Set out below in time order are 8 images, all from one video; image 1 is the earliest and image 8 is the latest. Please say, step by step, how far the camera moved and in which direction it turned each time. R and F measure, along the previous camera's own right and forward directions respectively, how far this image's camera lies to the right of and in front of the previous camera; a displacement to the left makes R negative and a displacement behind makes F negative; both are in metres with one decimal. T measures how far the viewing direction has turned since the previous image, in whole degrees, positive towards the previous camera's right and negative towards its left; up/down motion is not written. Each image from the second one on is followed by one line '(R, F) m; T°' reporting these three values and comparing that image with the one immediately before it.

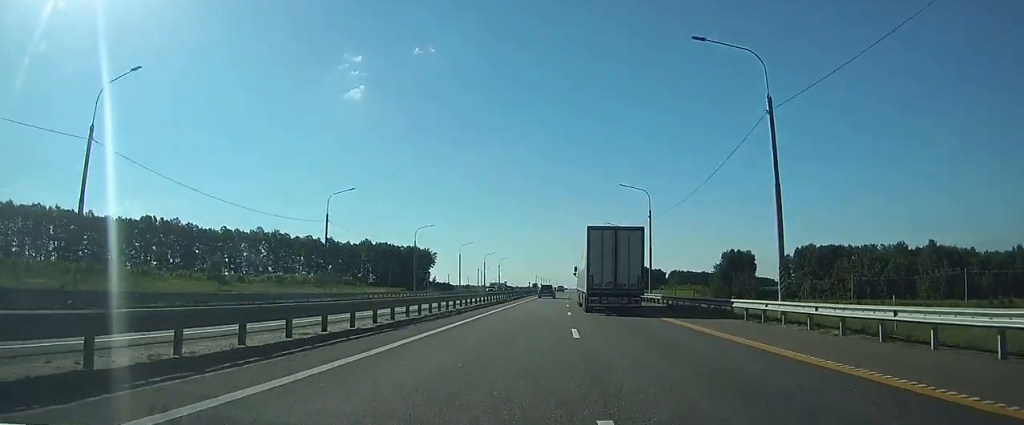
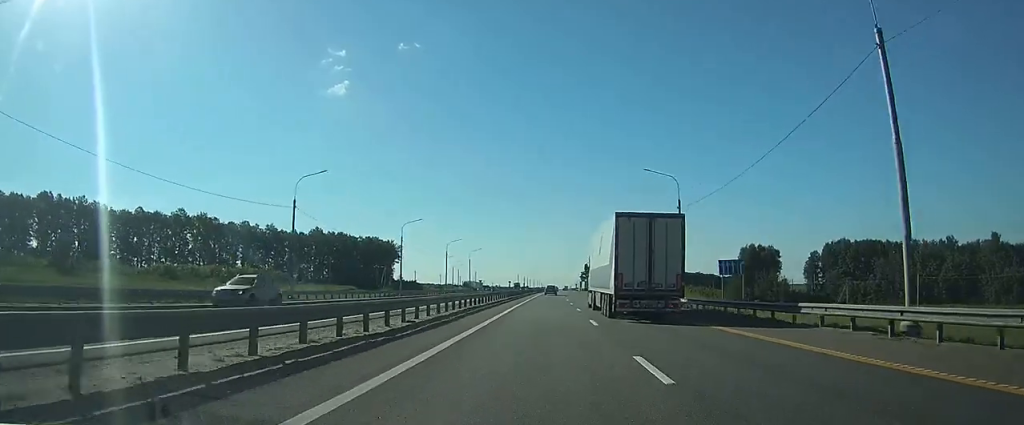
(+0.1, +42.4) m; +1°
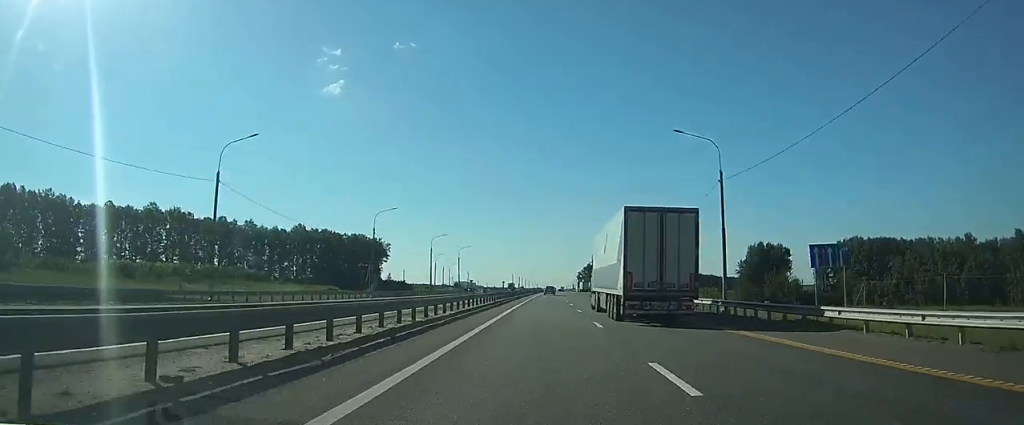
(+0.1, +12.6) m; 0°
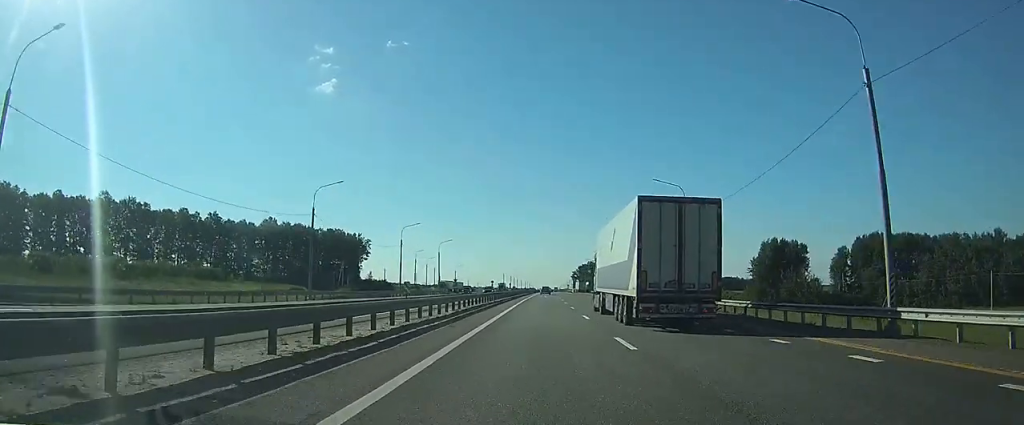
(+0.1, +18.5) m; 0°
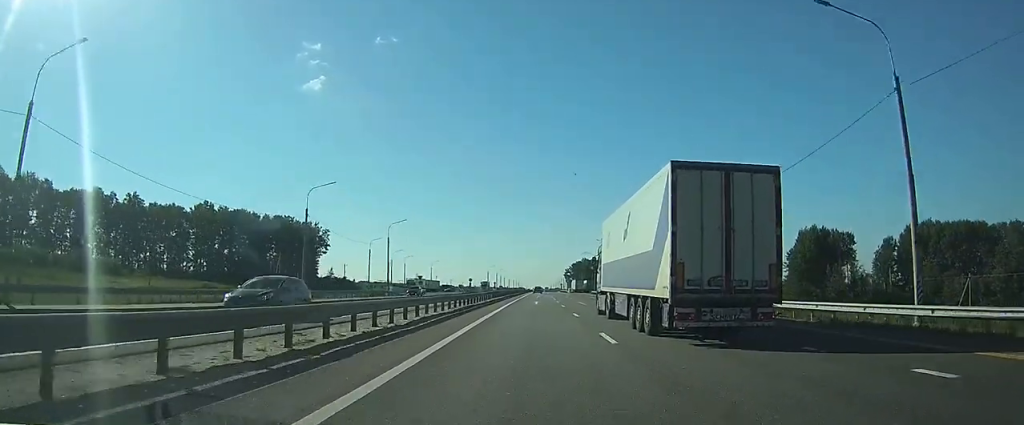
(+0.2, +34.3) m; +1°
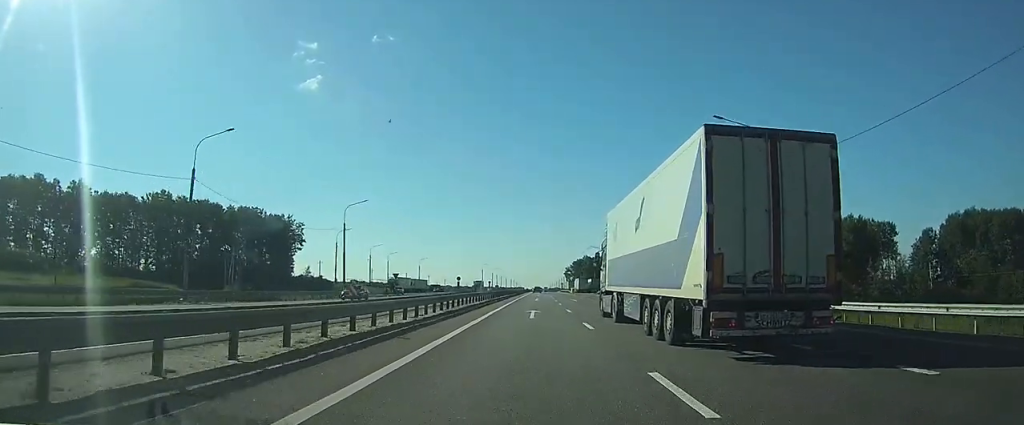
(+0.2, +19.7) m; +1°
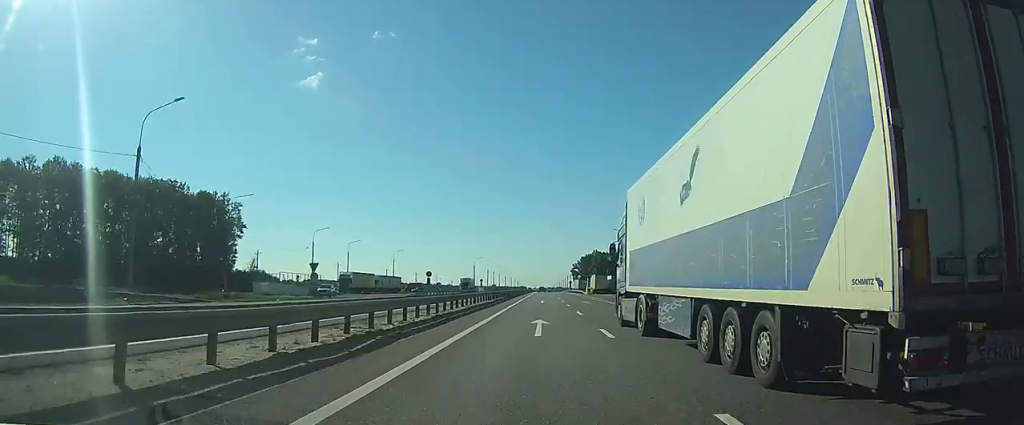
(+0.1, +38.8) m; 0°
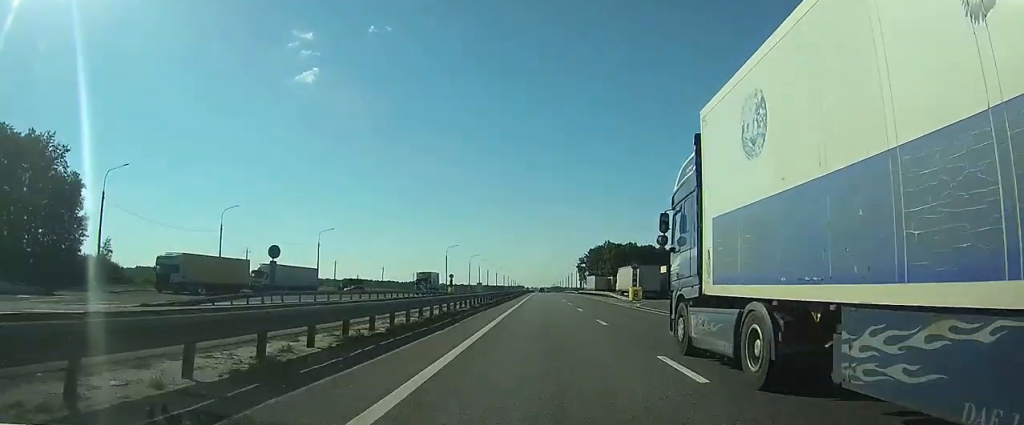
(0.0, +55.1) m; 0°
